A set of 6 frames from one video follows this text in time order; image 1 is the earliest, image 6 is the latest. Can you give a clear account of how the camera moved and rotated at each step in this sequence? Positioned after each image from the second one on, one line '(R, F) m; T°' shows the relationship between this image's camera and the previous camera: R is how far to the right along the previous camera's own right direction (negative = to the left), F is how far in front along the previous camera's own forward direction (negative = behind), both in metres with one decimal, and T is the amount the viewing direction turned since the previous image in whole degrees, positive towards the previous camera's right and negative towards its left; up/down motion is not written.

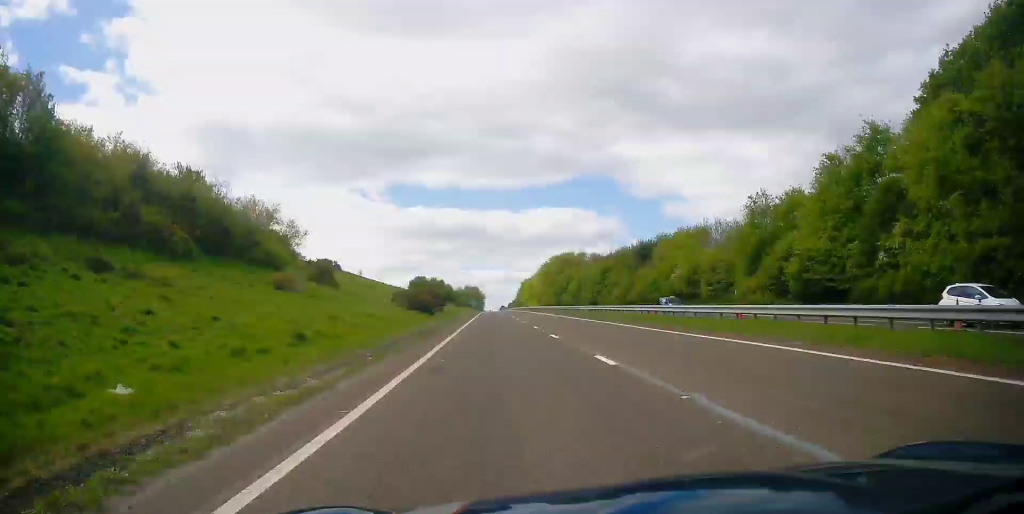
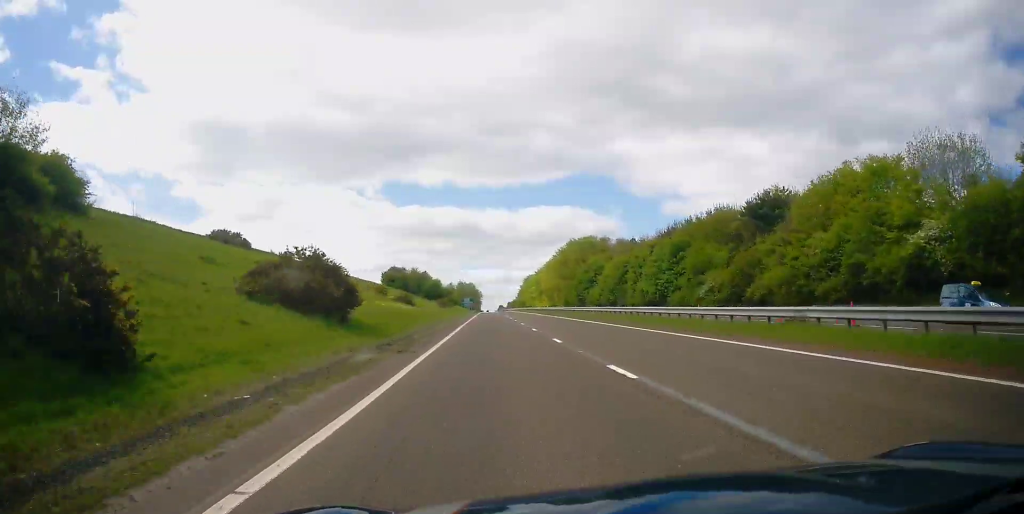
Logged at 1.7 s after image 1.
(+0.3, +47.3) m; 0°
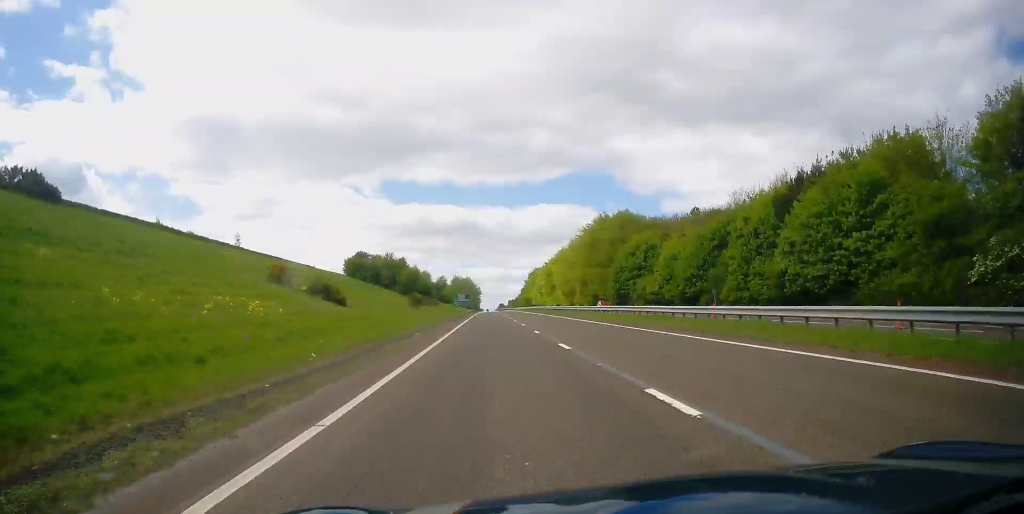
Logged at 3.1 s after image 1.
(+0.1, +39.3) m; 0°
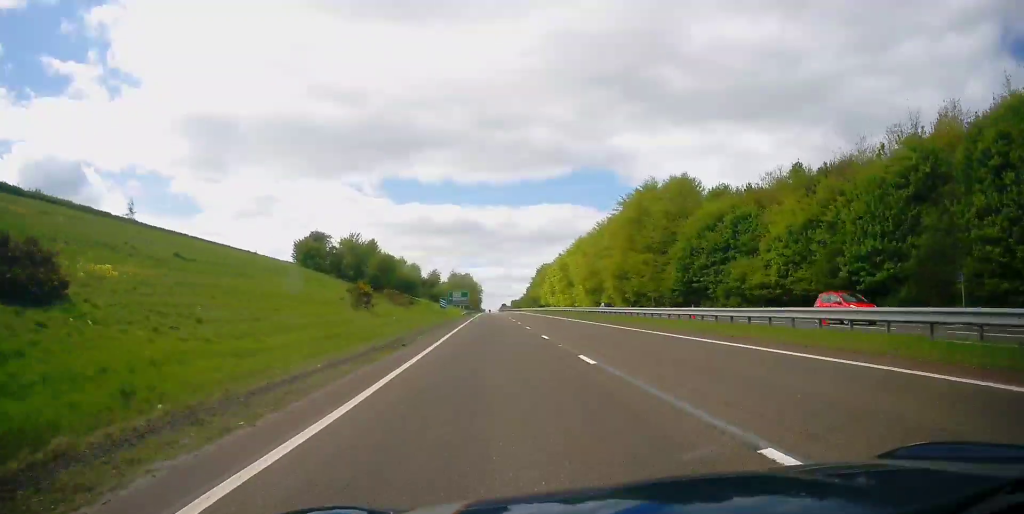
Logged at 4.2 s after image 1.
(-0.2, +31.7) m; -1°
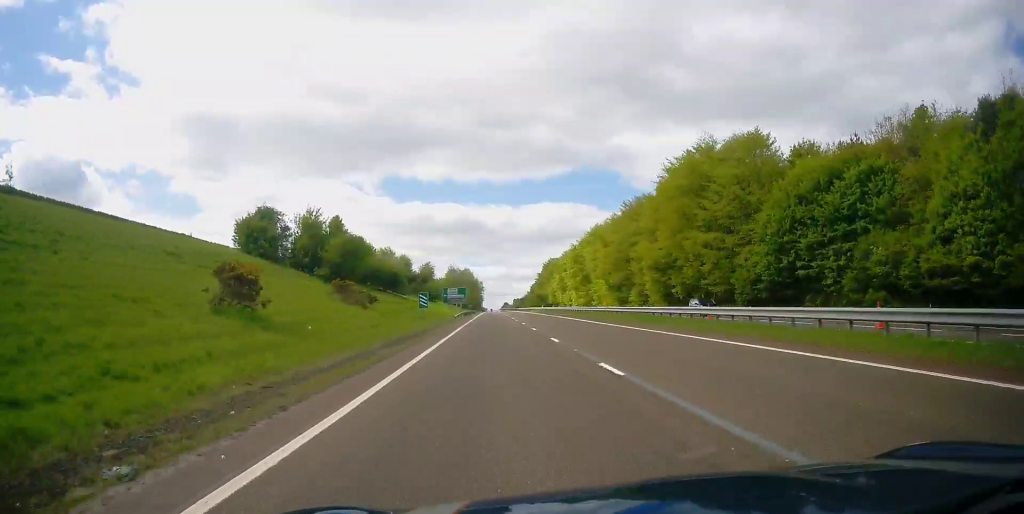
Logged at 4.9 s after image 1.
(-0.2, +20.2) m; 0°
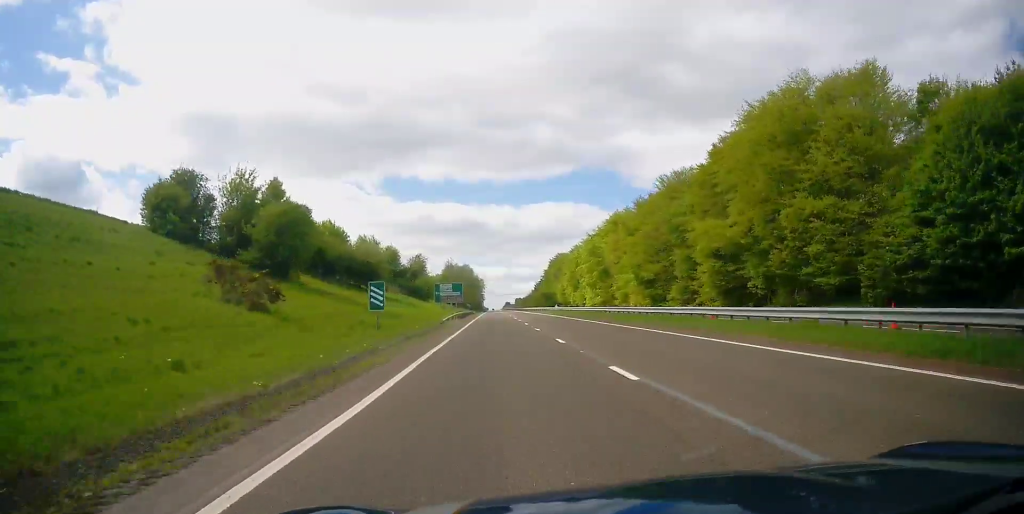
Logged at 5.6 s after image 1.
(+0.1, +19.0) m; 0°
